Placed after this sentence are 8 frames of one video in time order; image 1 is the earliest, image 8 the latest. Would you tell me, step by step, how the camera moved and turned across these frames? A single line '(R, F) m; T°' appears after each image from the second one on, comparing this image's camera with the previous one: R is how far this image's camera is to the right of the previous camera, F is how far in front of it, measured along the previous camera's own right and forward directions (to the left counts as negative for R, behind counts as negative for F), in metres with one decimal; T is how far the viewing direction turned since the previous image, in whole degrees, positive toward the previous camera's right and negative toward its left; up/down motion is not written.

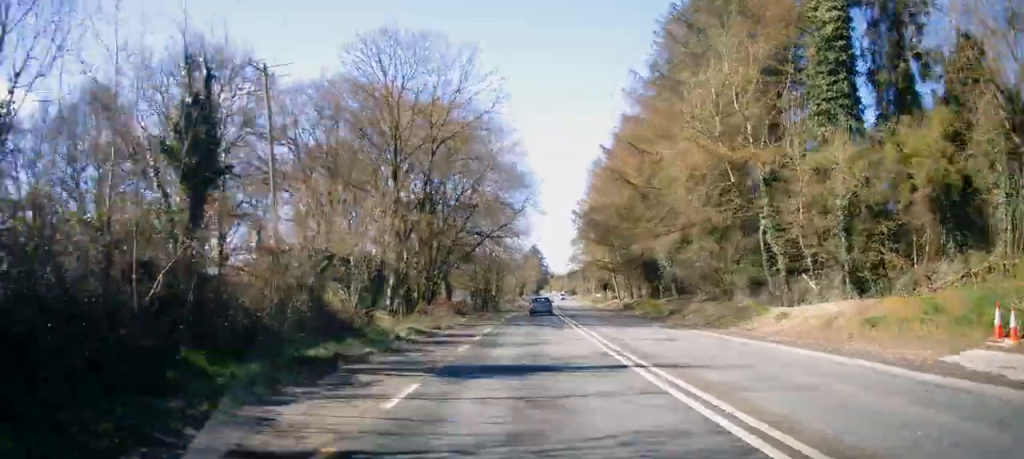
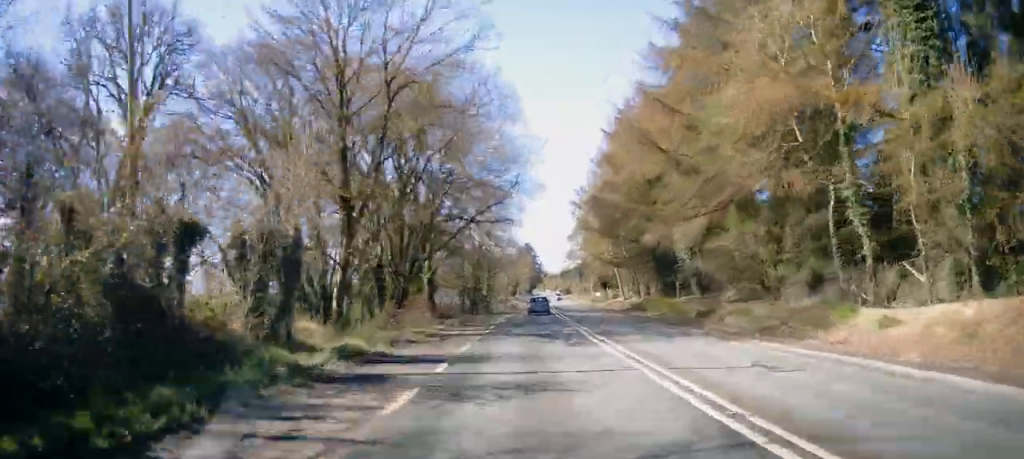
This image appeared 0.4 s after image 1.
(-0.9, +8.0) m; -3°
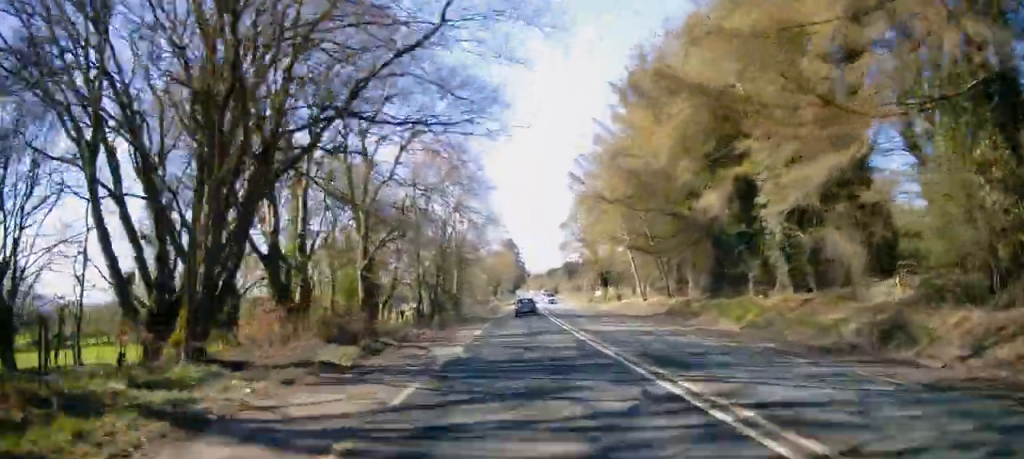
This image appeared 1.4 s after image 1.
(-0.4, +19.0) m; -1°
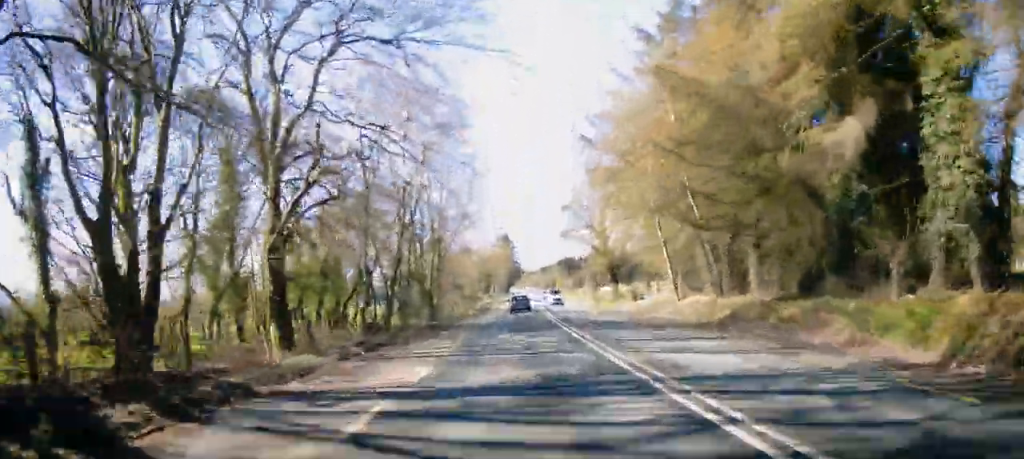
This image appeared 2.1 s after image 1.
(+0.1, +13.5) m; 0°
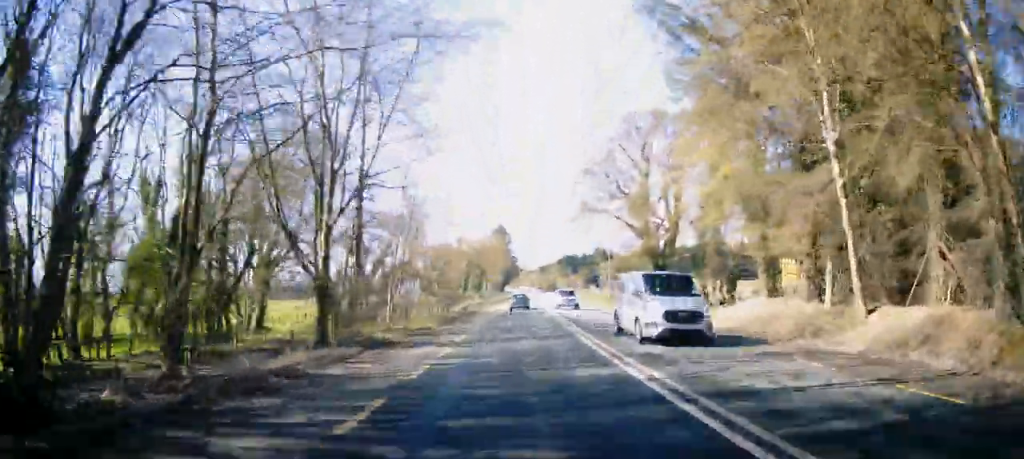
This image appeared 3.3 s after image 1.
(0.0, +23.3) m; 0°
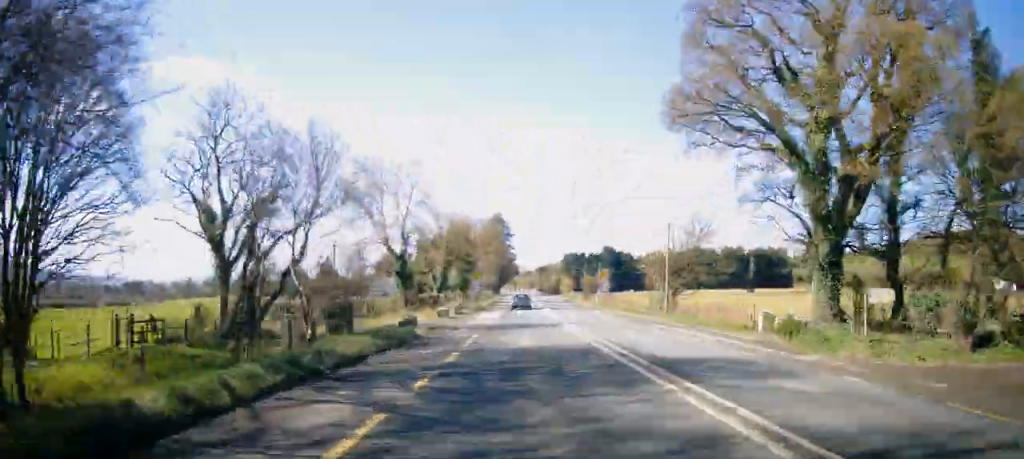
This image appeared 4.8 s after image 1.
(0.0, +28.0) m; 0°
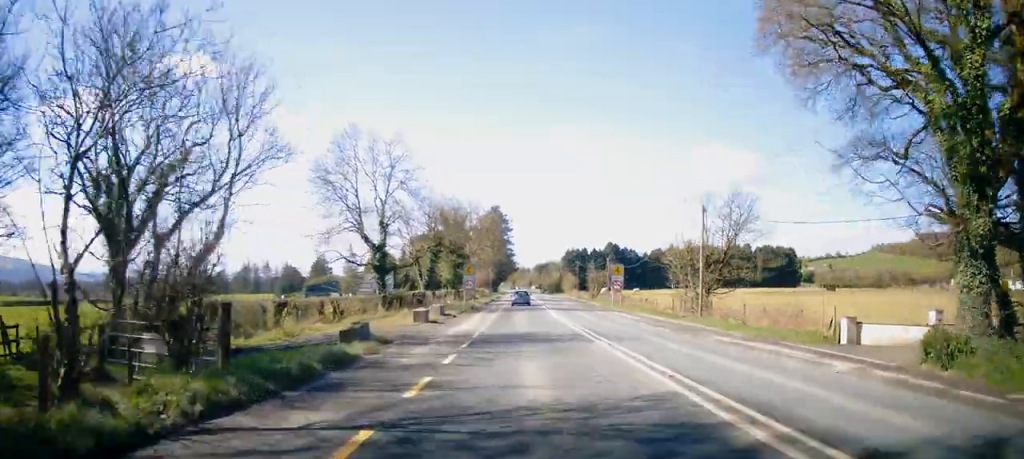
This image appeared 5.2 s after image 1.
(+0.1, +8.7) m; 0°
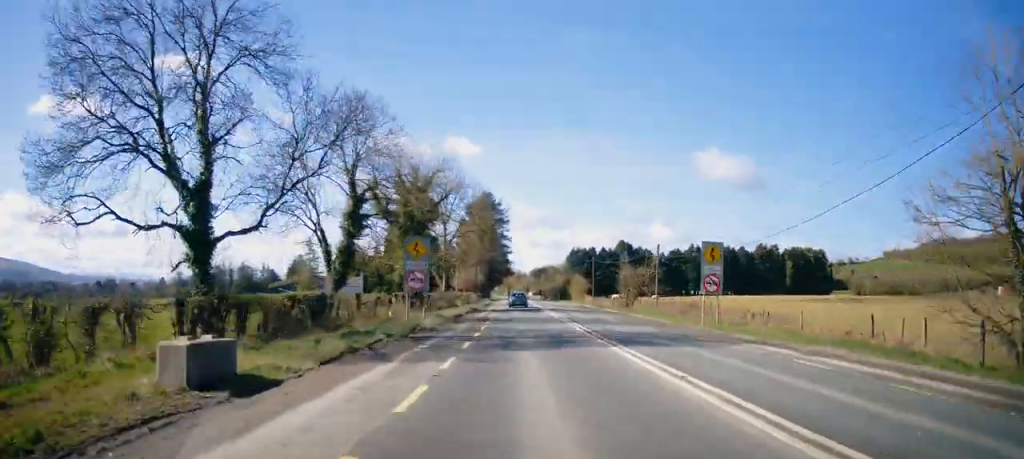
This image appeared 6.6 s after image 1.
(-0.4, +28.5) m; 0°
